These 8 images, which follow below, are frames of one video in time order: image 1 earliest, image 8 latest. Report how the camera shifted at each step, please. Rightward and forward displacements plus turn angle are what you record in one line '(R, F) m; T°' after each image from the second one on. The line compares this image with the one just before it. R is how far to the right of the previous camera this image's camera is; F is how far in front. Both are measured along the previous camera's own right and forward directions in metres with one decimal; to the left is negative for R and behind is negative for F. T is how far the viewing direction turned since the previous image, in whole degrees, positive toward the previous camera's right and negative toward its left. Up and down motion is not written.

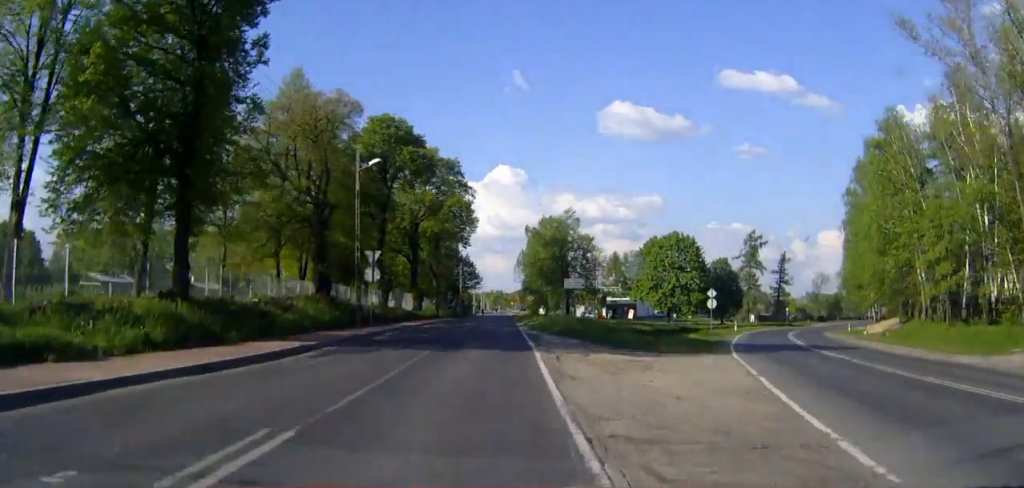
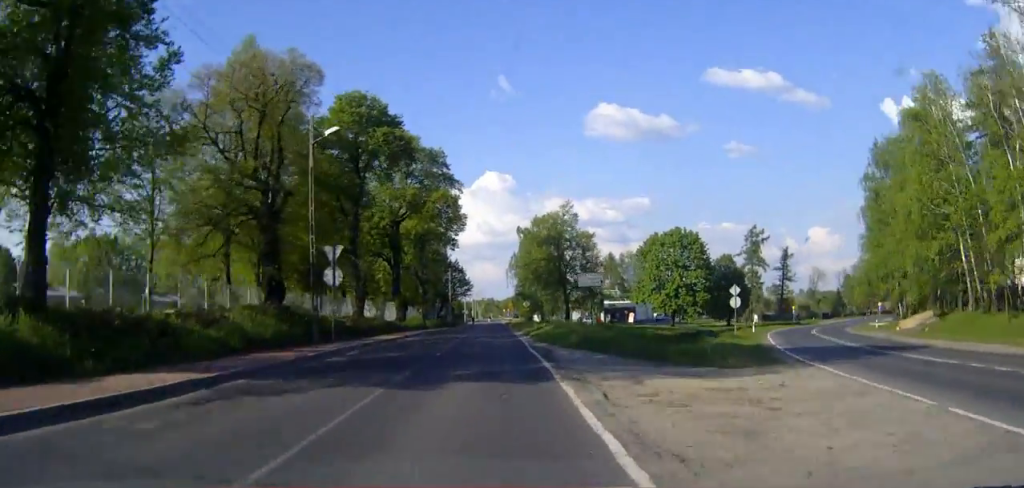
(0.0, +7.6) m; 0°
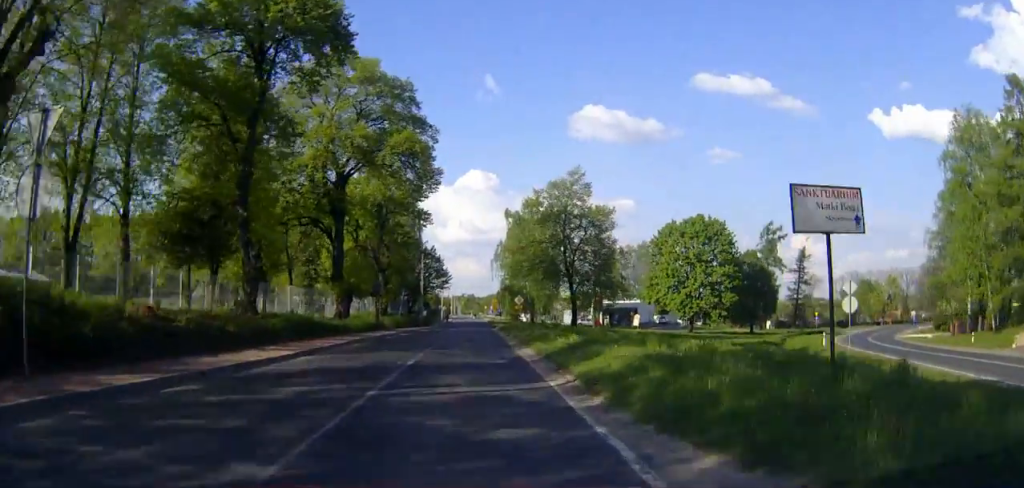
(+0.3, +20.0) m; +1°
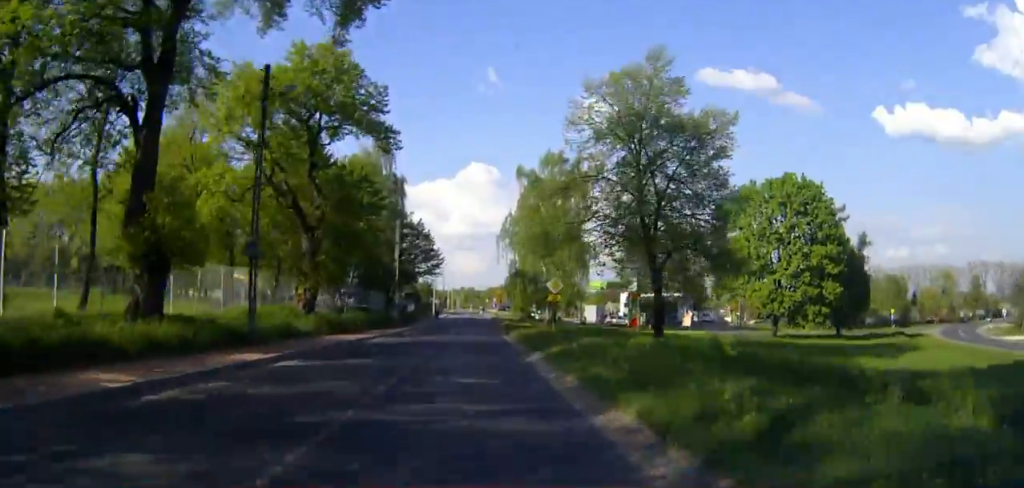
(+0.2, +28.1) m; 0°
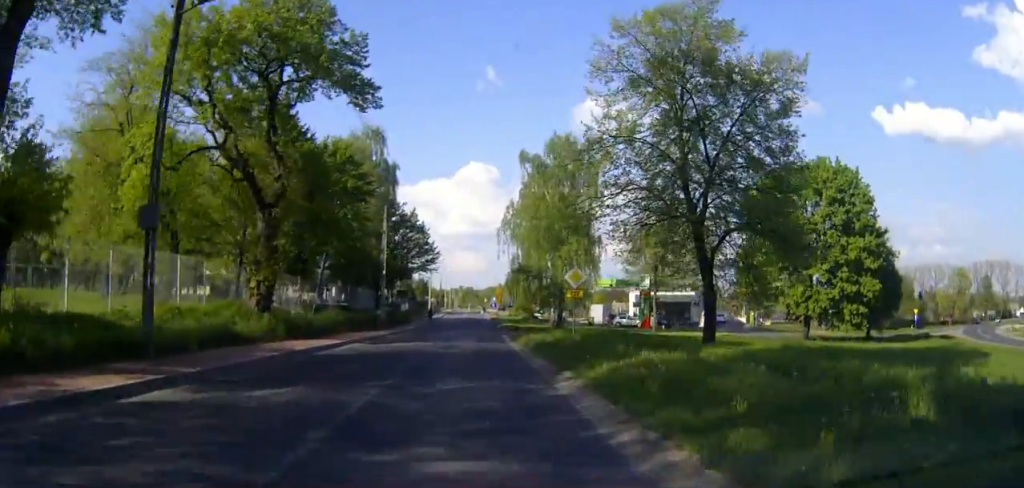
(0.0, +7.3) m; 0°
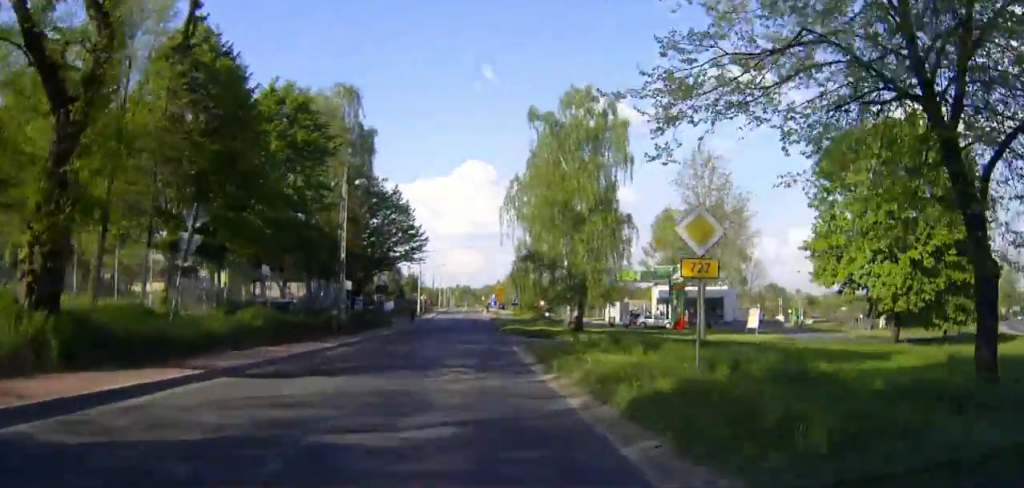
(0.0, +15.1) m; 0°
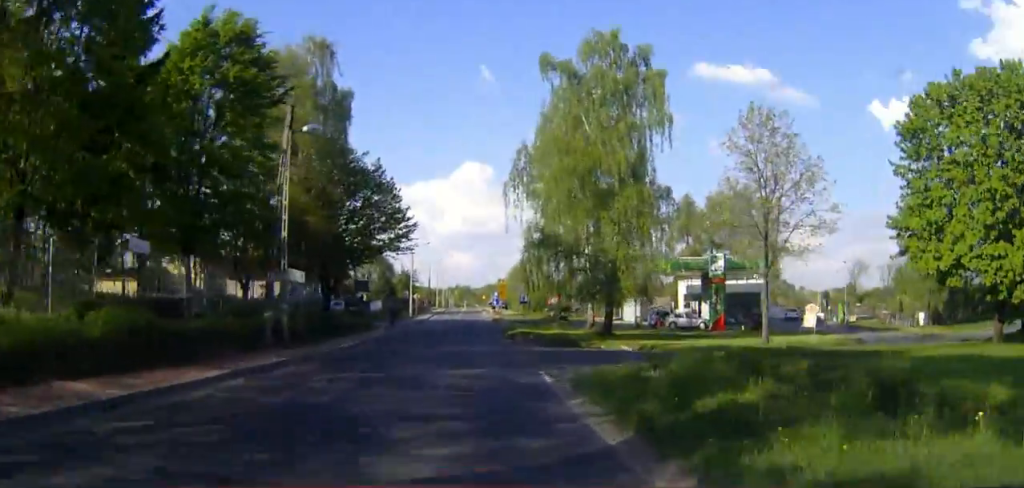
(0.0, +11.6) m; 0°
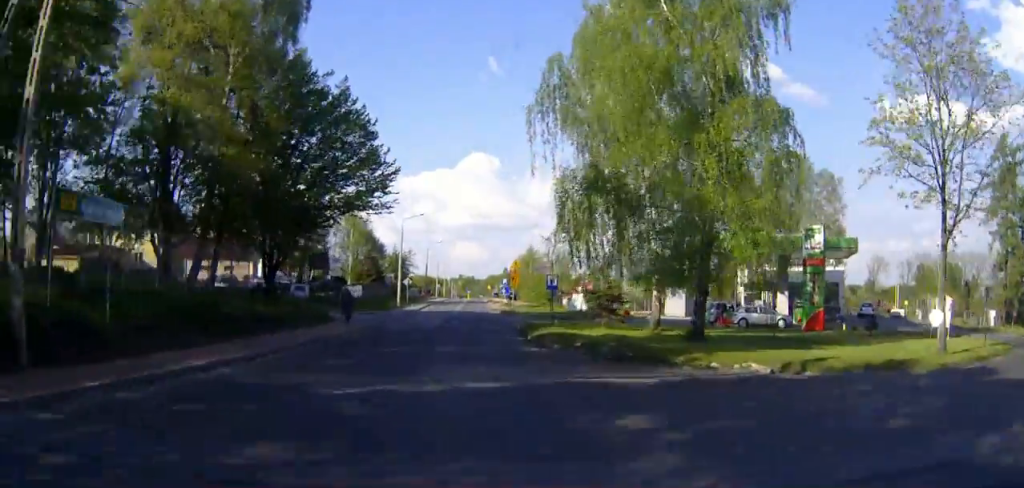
(0.0, +16.8) m; 0°
